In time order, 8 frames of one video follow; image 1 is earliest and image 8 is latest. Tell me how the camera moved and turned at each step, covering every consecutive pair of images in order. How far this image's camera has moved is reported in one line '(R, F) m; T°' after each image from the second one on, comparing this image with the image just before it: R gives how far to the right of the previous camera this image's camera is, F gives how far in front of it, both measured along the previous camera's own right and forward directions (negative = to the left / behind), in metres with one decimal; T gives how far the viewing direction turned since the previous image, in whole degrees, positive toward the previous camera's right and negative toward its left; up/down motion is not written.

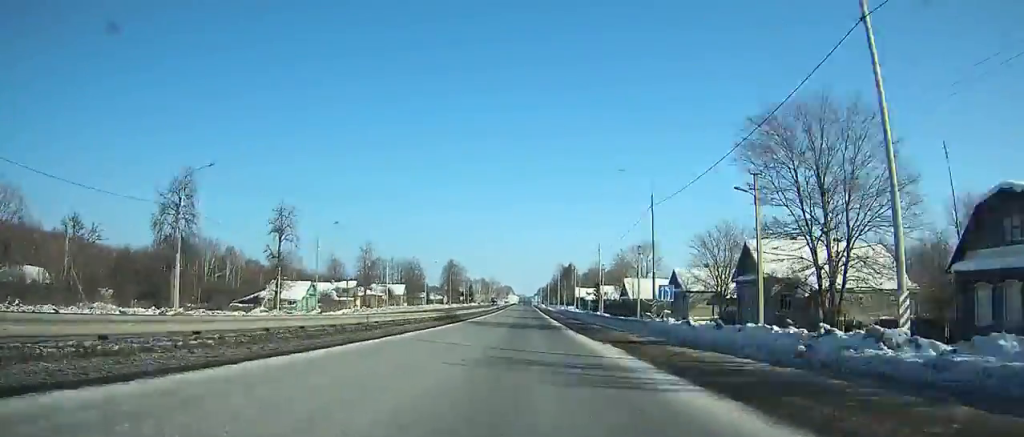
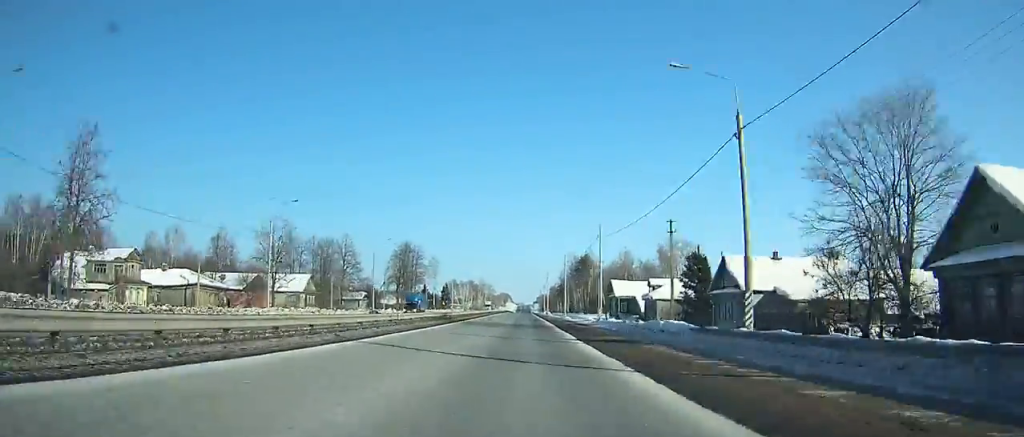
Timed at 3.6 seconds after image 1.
(-0.1, +81.2) m; 0°
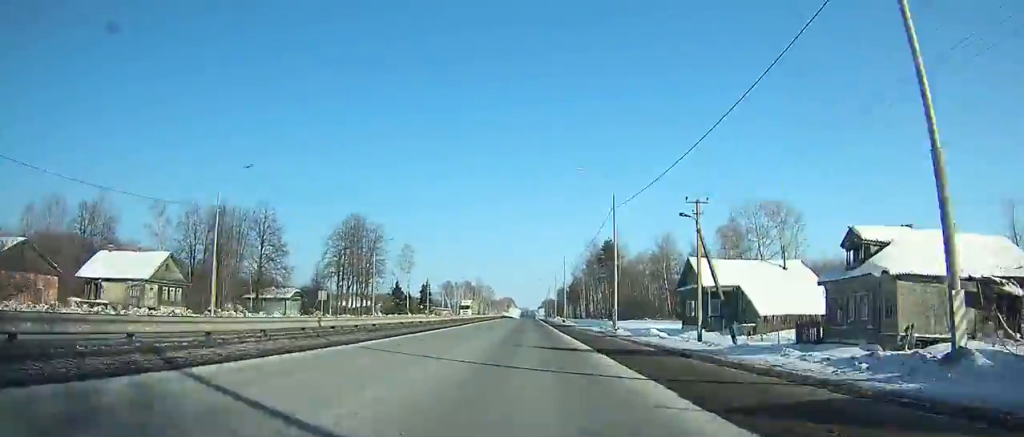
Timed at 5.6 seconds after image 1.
(0.0, +45.9) m; 0°
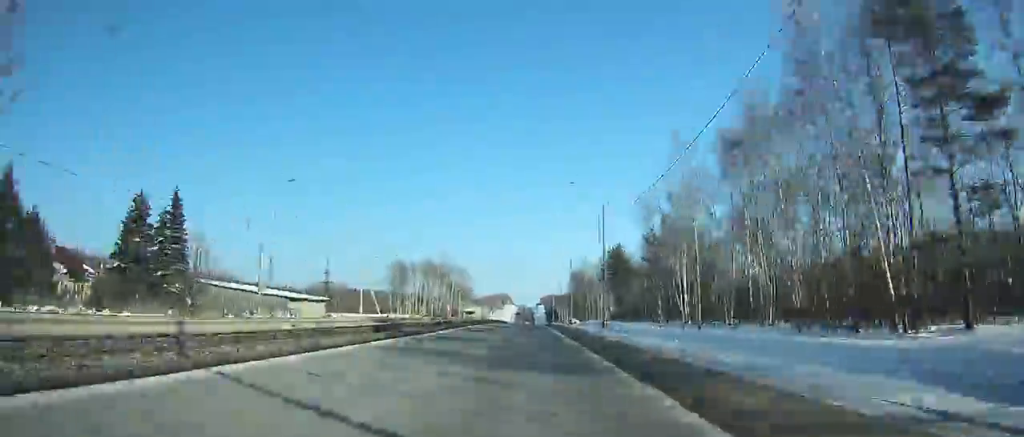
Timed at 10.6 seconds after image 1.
(0.0, +116.8) m; 0°
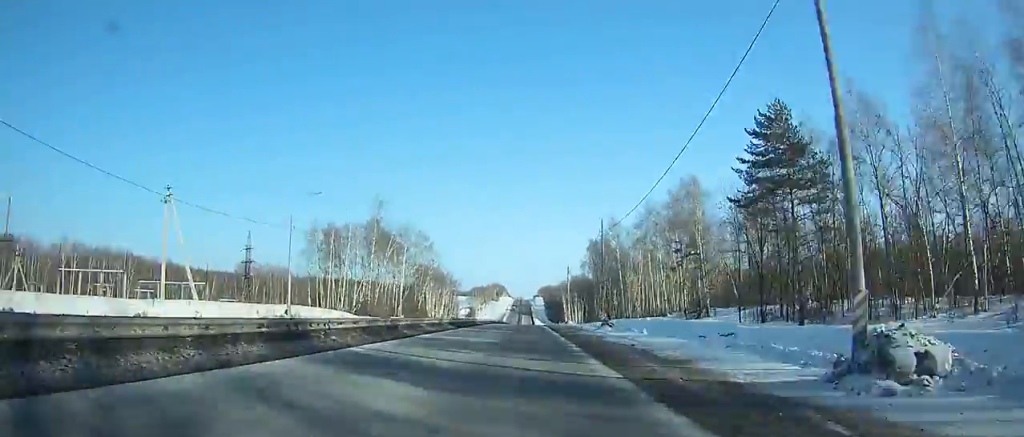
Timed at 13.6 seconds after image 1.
(+0.3, +71.7) m; +1°
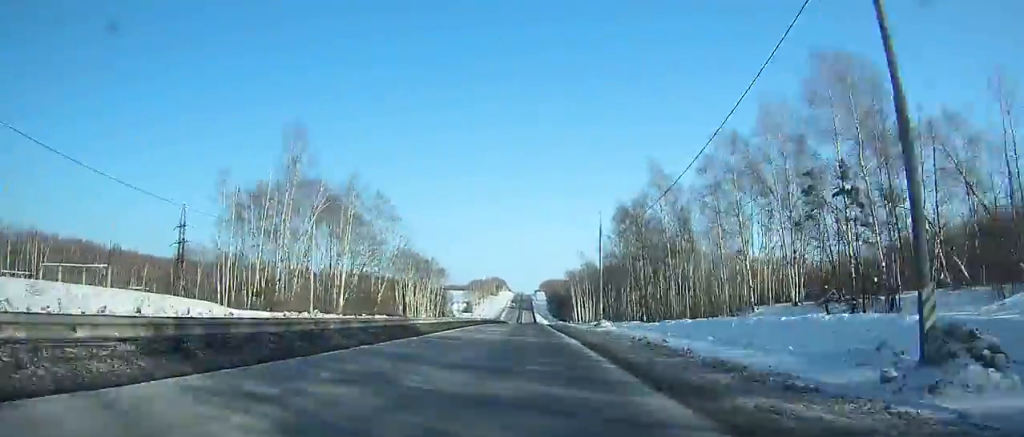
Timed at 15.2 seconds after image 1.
(+0.1, +38.7) m; 0°
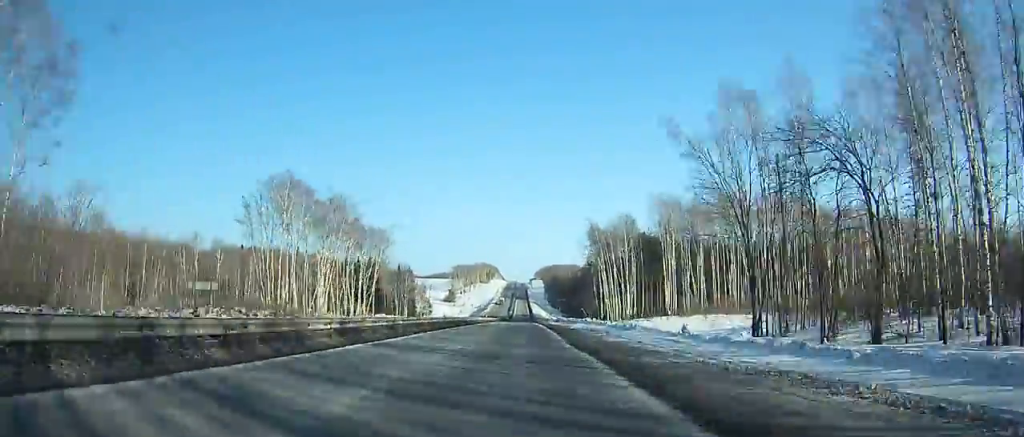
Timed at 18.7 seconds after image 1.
(+0.1, +86.2) m; 0°
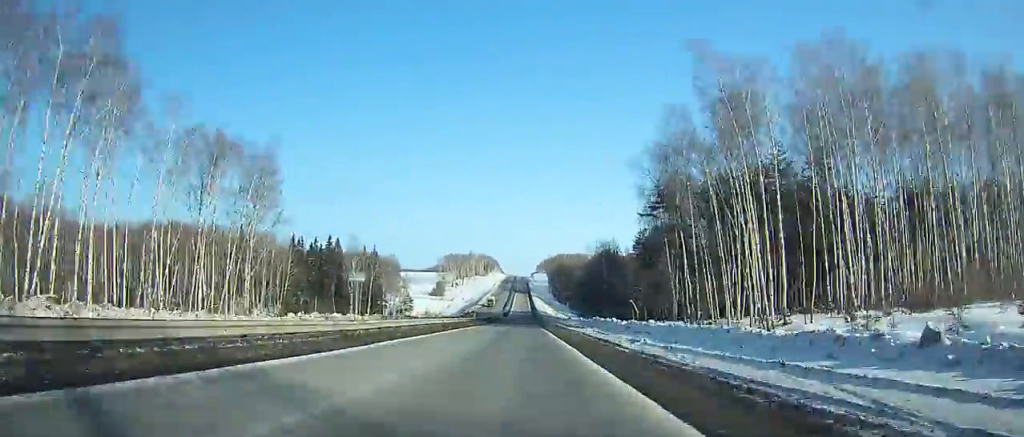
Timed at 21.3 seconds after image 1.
(-0.3, +65.0) m; 0°
